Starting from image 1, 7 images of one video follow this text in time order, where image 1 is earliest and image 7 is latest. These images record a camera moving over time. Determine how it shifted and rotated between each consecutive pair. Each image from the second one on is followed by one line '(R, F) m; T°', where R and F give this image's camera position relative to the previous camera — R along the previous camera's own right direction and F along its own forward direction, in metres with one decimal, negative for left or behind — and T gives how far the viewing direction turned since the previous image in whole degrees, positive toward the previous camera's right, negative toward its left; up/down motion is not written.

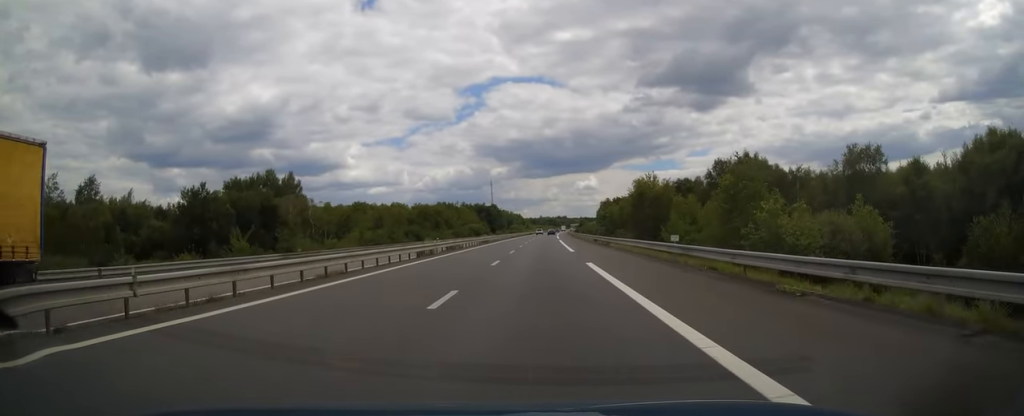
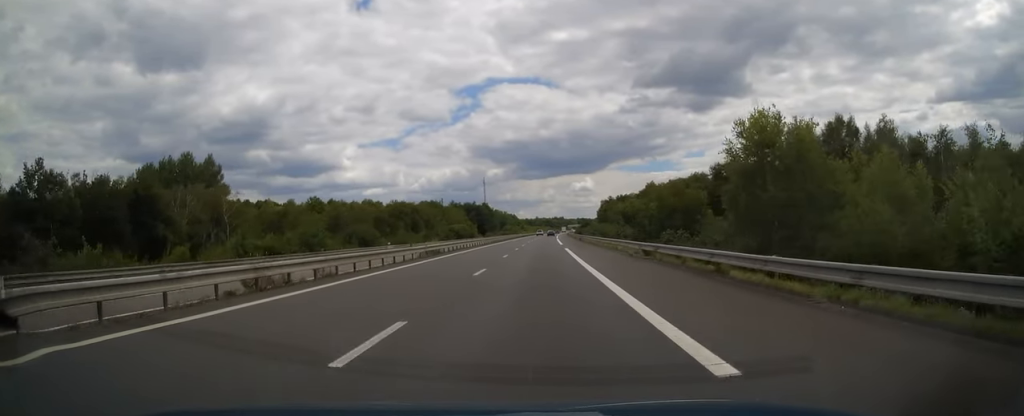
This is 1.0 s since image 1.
(+0.1, +30.6) m; 0°
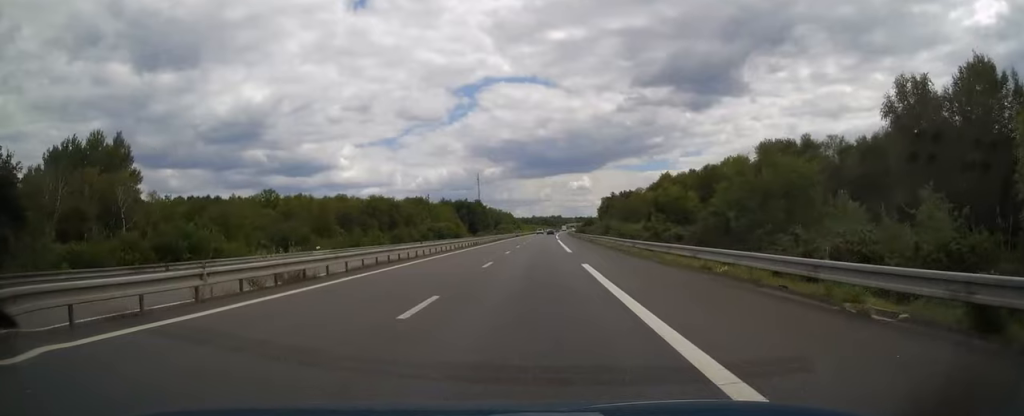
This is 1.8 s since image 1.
(0.0, +22.7) m; 0°
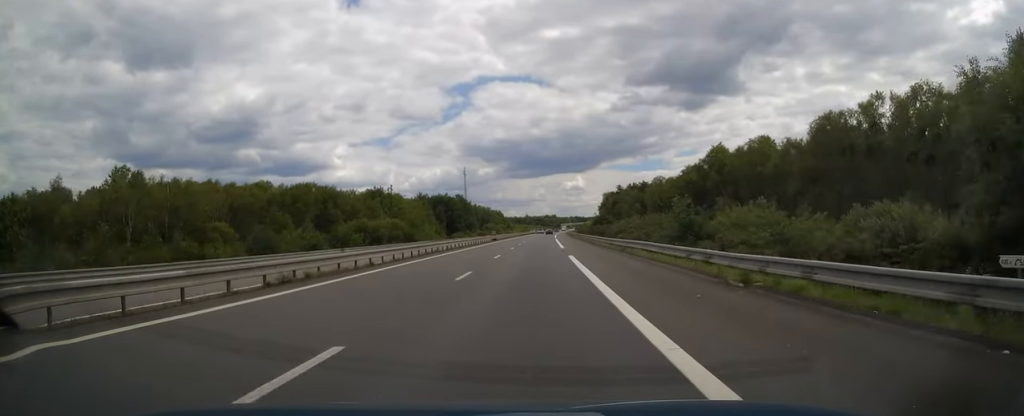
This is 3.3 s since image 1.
(+0.2, +44.2) m; +1°
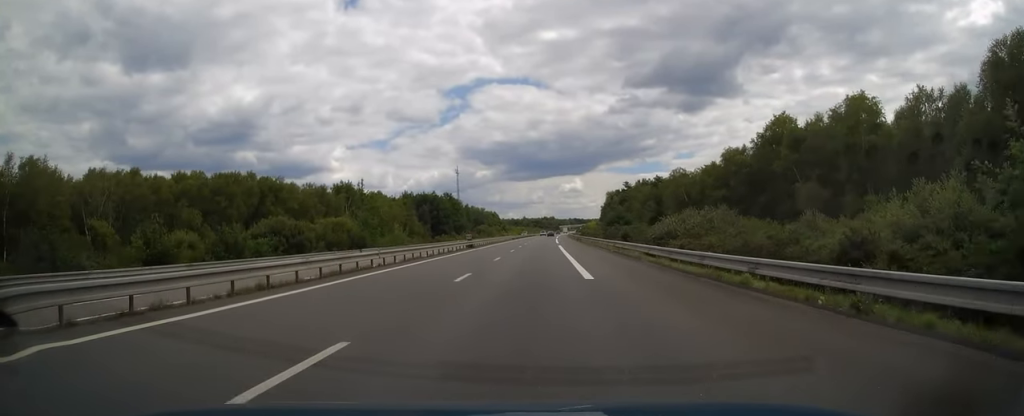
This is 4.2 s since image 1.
(+0.1, +25.5) m; 0°
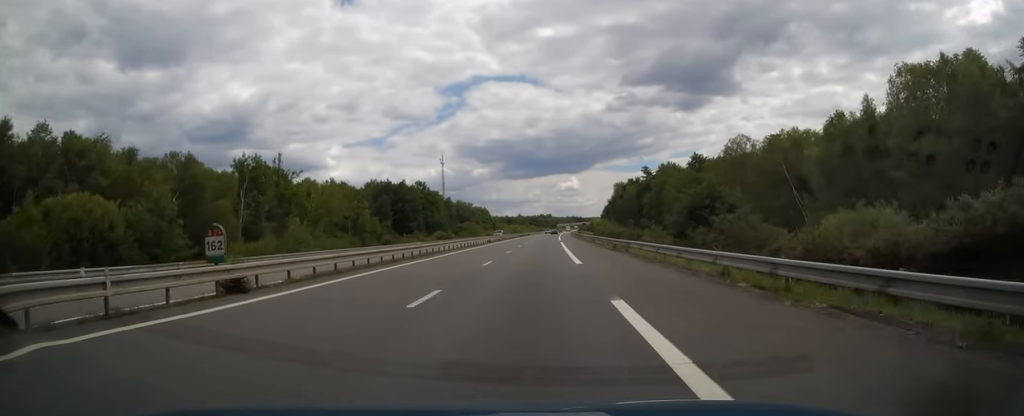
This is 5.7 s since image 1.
(0.0, +44.7) m; 0°
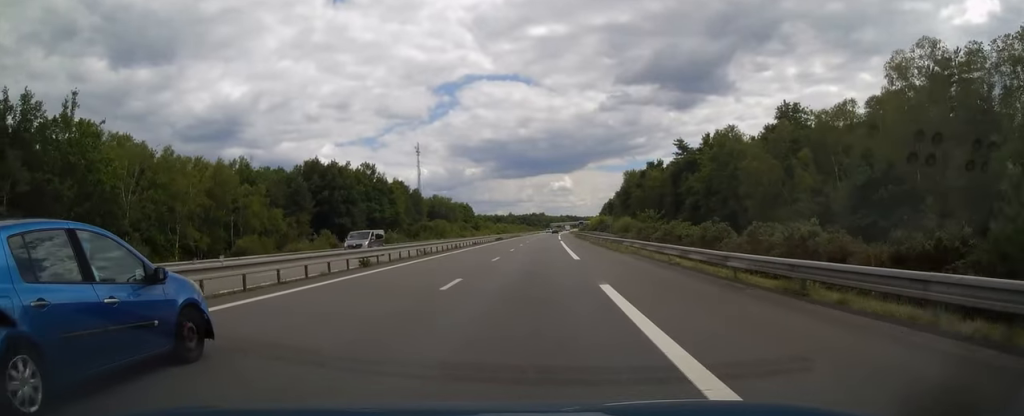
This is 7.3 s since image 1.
(+0.2, +48.5) m; 0°
